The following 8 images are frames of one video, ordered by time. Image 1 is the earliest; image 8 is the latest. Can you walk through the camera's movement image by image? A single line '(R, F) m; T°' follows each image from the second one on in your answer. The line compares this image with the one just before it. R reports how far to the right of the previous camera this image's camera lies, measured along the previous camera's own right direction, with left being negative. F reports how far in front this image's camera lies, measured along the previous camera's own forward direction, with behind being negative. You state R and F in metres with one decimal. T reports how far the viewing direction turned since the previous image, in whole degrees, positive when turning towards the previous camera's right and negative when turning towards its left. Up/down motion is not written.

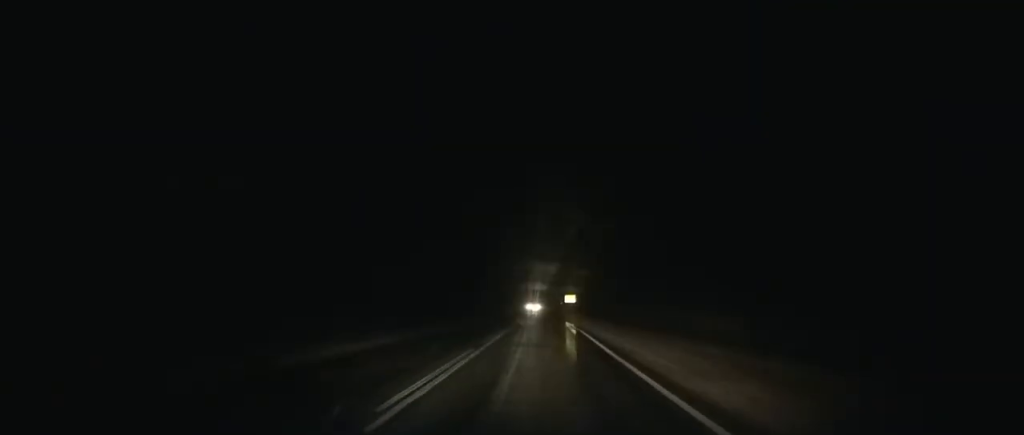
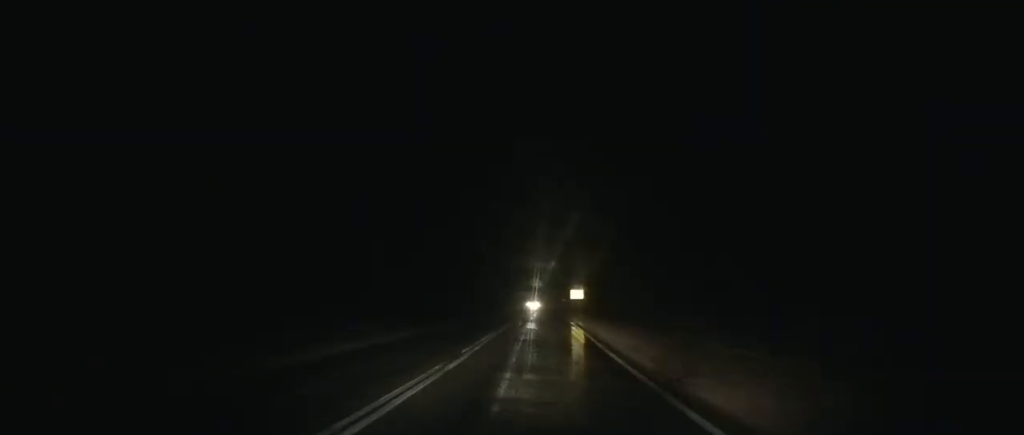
(+0.1, +27.8) m; 0°
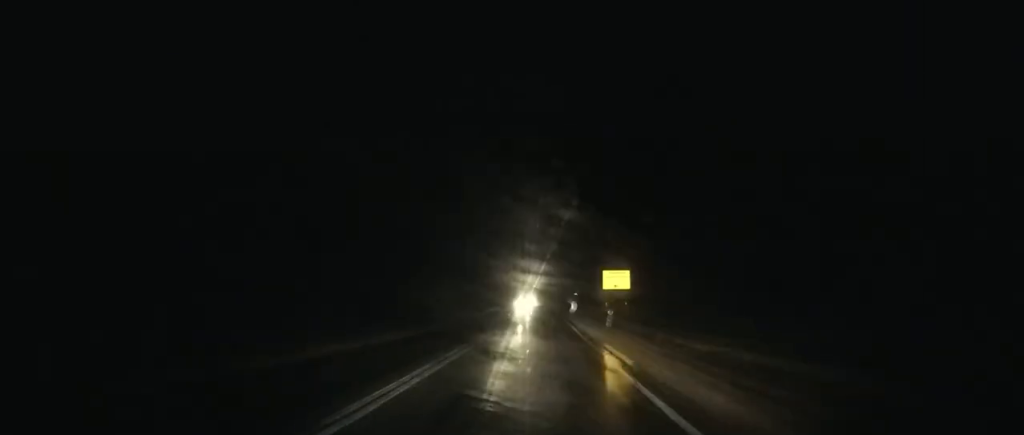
(0.0, +60.5) m; -1°
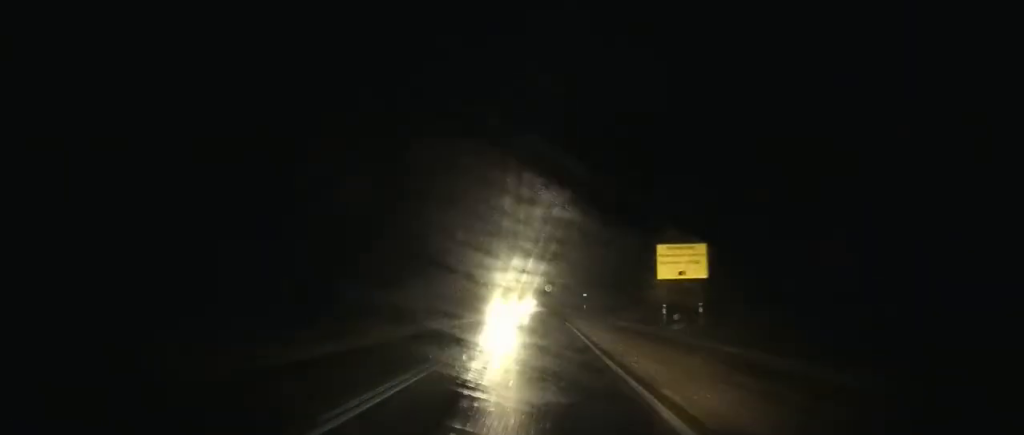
(+0.1, +24.1) m; -1°
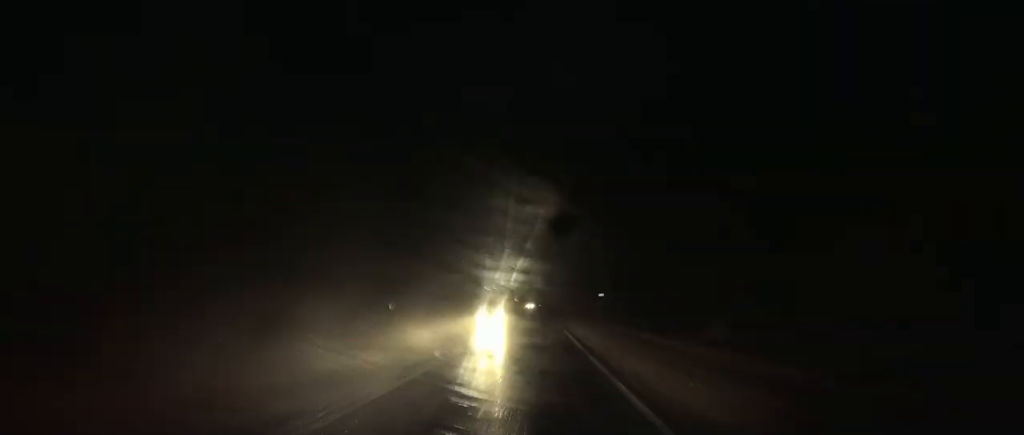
(-0.4, +26.4) m; -1°
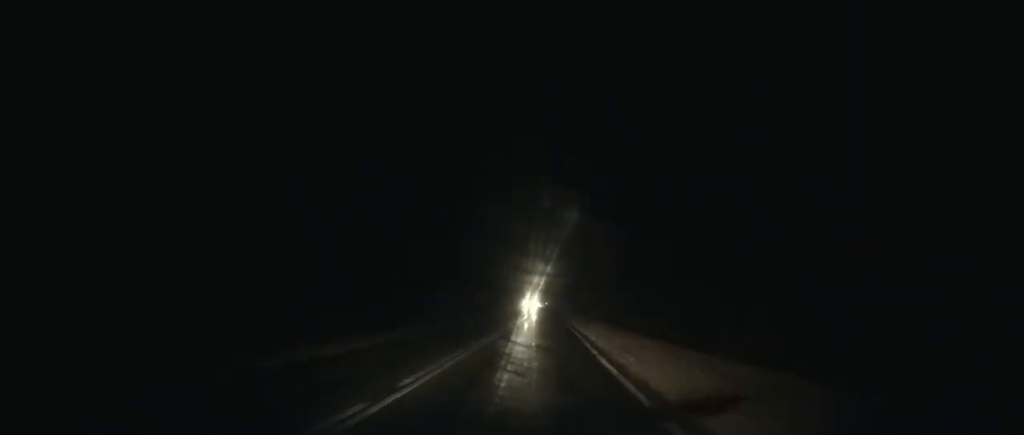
(-1.6, +106.6) m; -1°
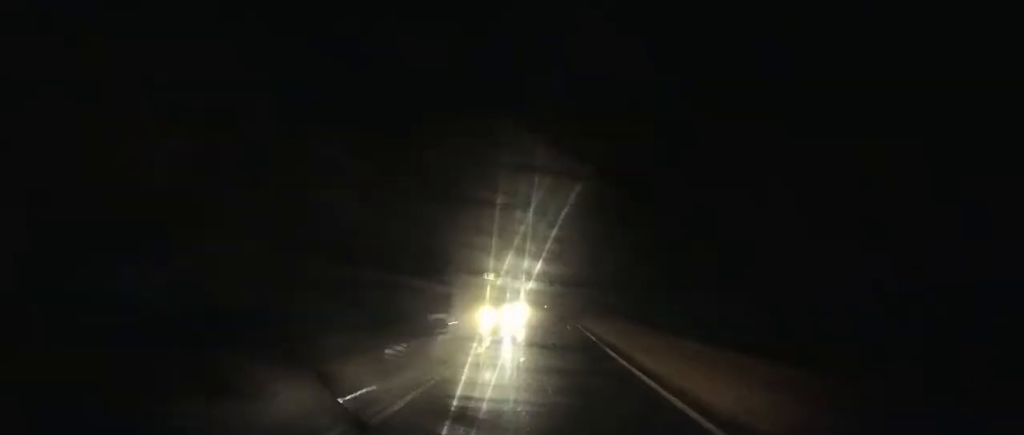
(+0.8, +69.5) m; +1°
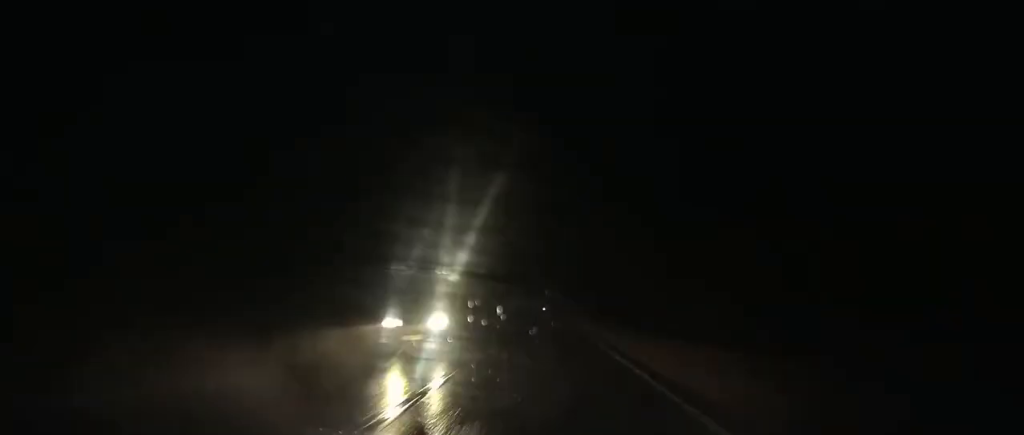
(+0.3, +25.8) m; 0°
